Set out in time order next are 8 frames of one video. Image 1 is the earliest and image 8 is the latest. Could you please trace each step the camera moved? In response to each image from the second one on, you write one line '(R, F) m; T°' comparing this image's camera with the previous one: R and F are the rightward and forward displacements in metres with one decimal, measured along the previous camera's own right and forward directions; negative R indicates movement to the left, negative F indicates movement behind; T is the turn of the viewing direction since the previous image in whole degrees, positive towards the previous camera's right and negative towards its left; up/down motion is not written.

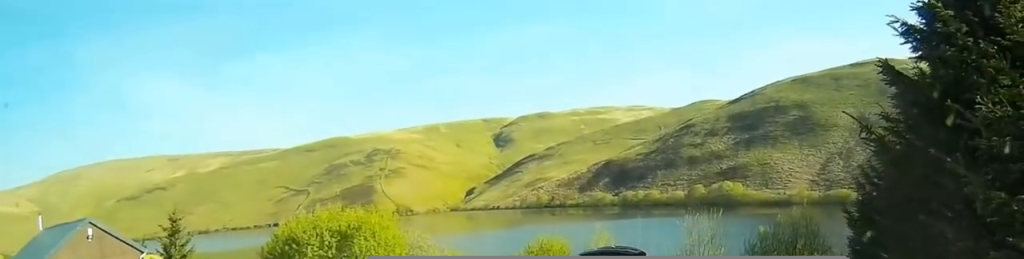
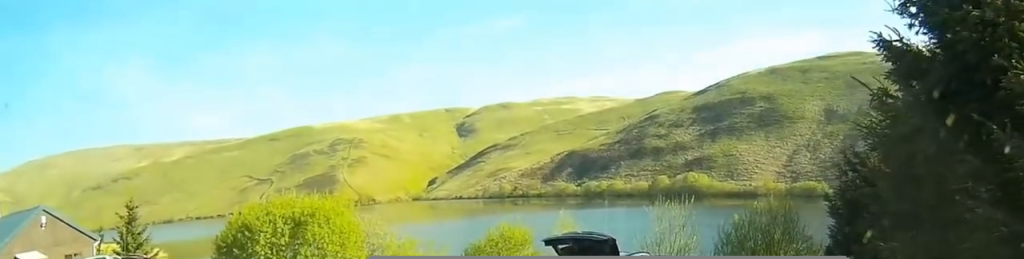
(0.0, +1.0) m; 0°
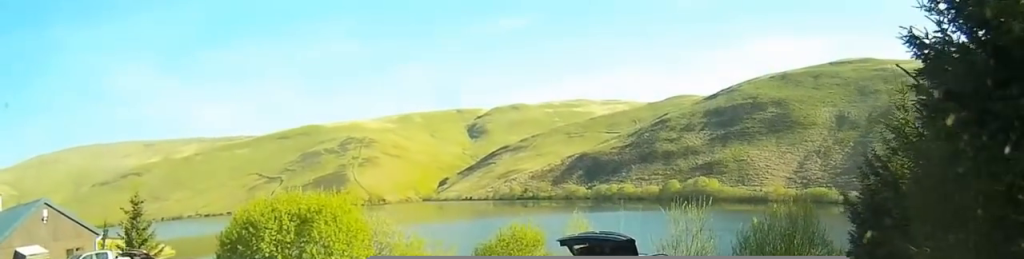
(0.0, +0.6) m; 0°
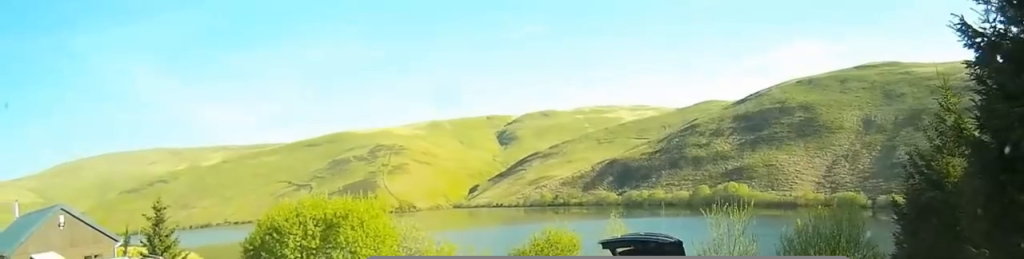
(0.0, +0.6) m; 0°
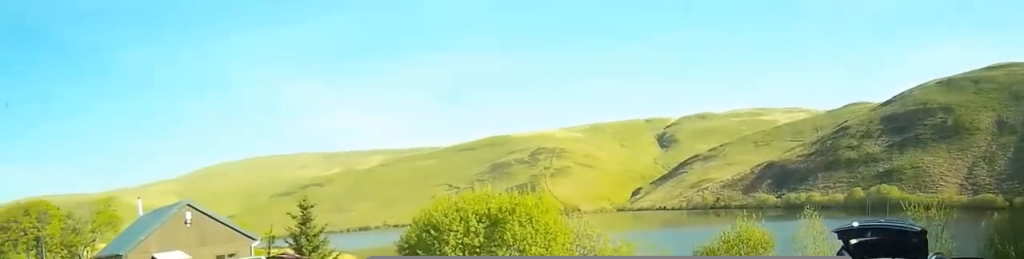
(0.0, +2.0) m; 0°
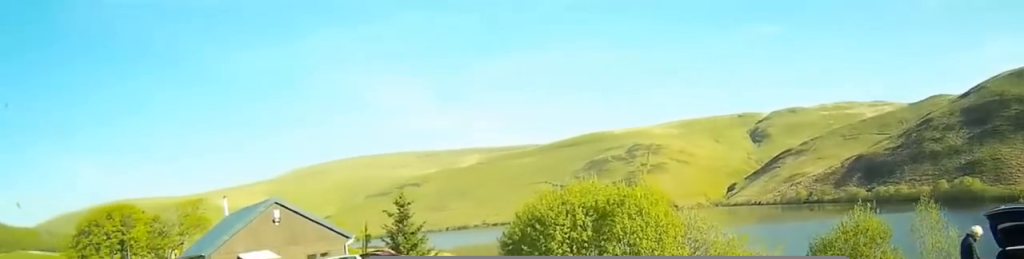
(0.0, +1.0) m; 0°
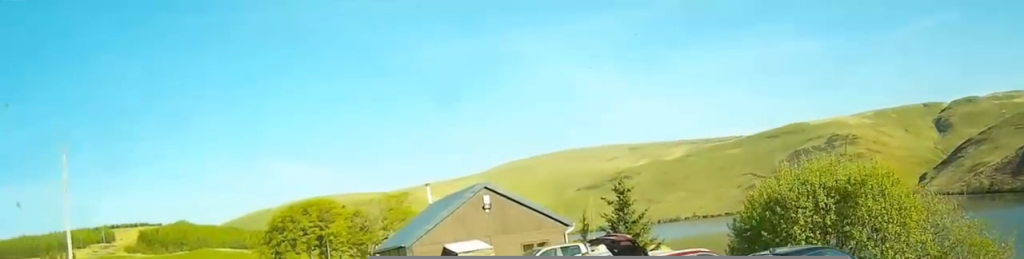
(0.0, +2.6) m; -8°
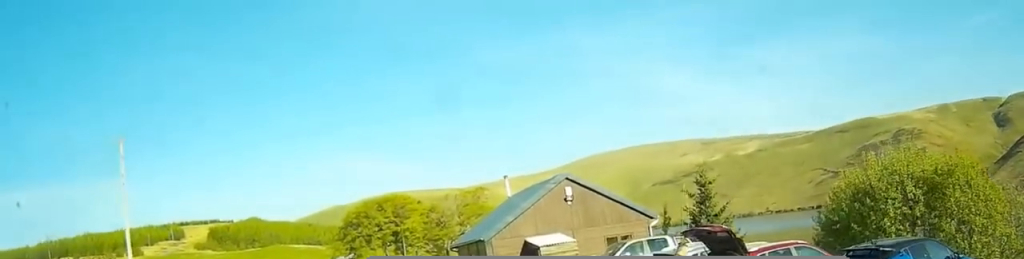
(+0.1, +1.0) m; -7°
